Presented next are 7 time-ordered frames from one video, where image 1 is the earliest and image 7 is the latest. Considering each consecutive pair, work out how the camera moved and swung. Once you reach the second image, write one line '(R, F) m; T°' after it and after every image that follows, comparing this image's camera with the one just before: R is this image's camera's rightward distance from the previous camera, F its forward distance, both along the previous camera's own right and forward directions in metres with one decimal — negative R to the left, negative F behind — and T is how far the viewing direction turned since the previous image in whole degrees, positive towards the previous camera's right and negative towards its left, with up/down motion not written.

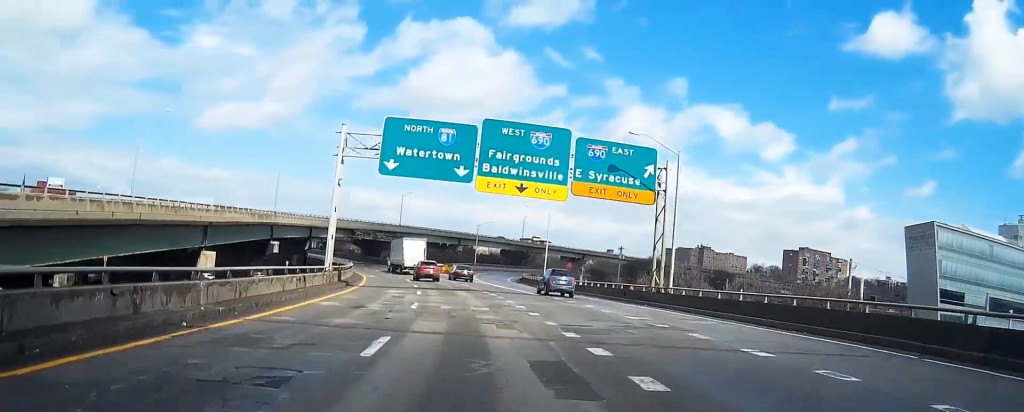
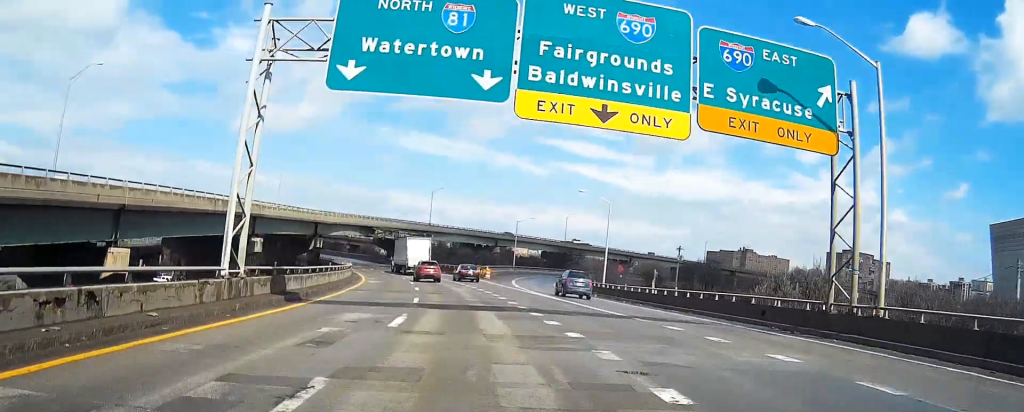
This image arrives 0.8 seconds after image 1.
(-1.4, +18.8) m; -4°
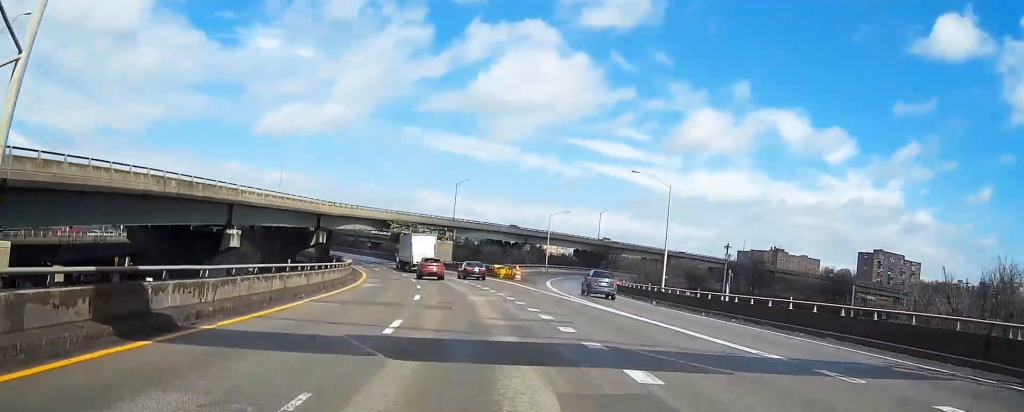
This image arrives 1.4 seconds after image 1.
(0.0, +12.7) m; 0°
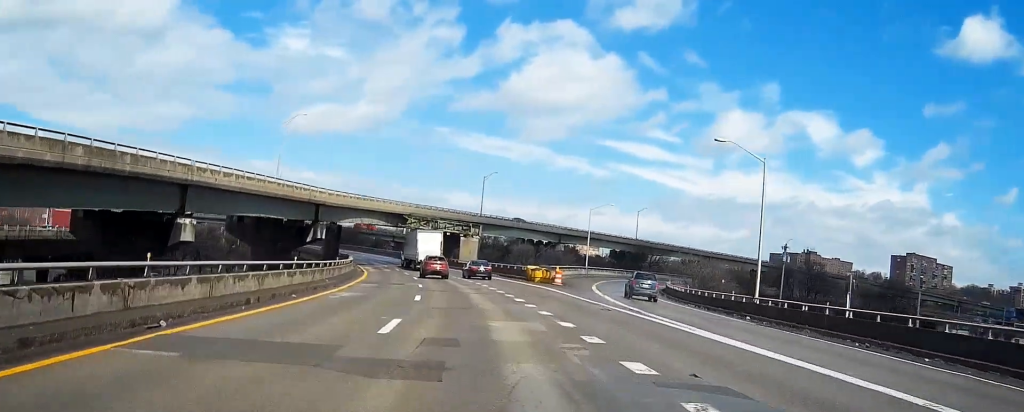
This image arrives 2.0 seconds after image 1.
(0.0, +13.4) m; 0°
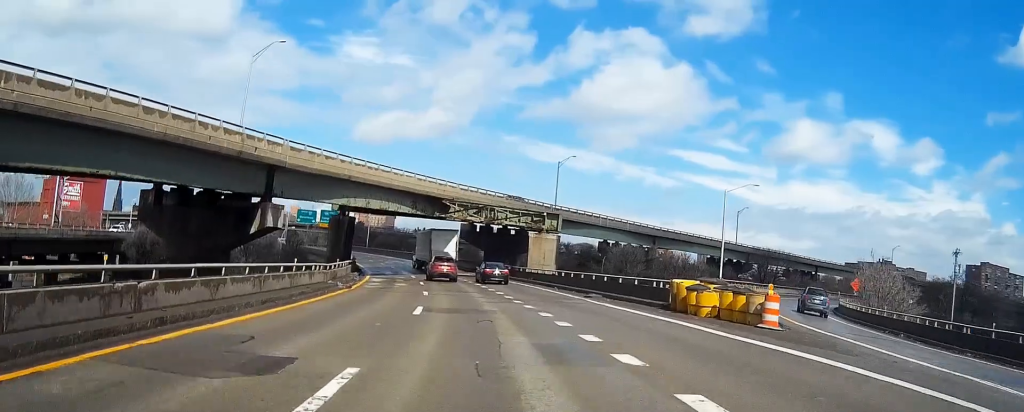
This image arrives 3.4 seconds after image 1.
(0.0, +31.2) m; 0°
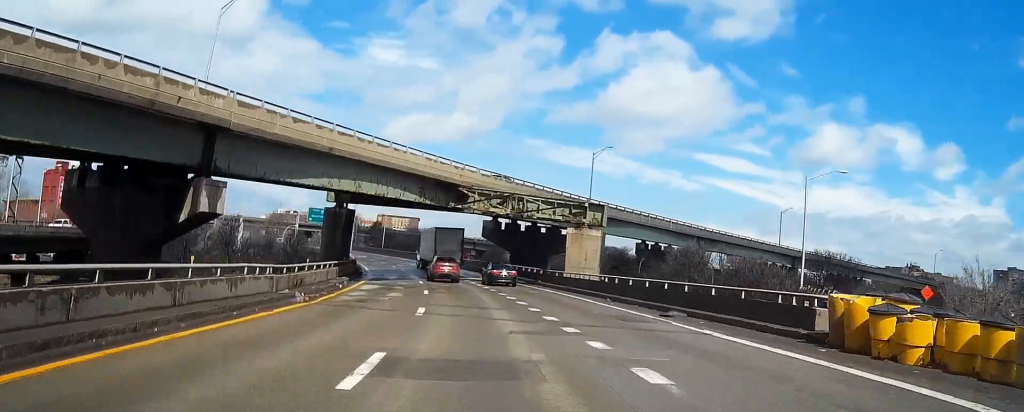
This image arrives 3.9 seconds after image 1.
(0.0, +11.9) m; 0°
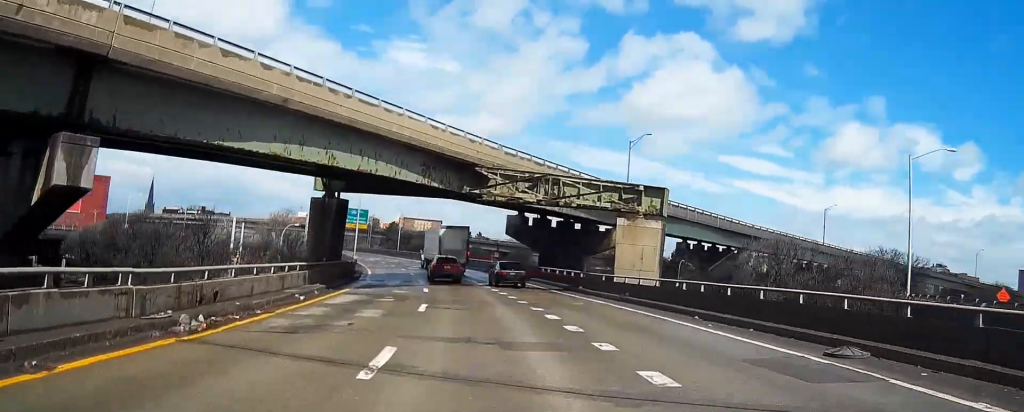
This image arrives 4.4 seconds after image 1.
(0.0, +11.1) m; 0°
